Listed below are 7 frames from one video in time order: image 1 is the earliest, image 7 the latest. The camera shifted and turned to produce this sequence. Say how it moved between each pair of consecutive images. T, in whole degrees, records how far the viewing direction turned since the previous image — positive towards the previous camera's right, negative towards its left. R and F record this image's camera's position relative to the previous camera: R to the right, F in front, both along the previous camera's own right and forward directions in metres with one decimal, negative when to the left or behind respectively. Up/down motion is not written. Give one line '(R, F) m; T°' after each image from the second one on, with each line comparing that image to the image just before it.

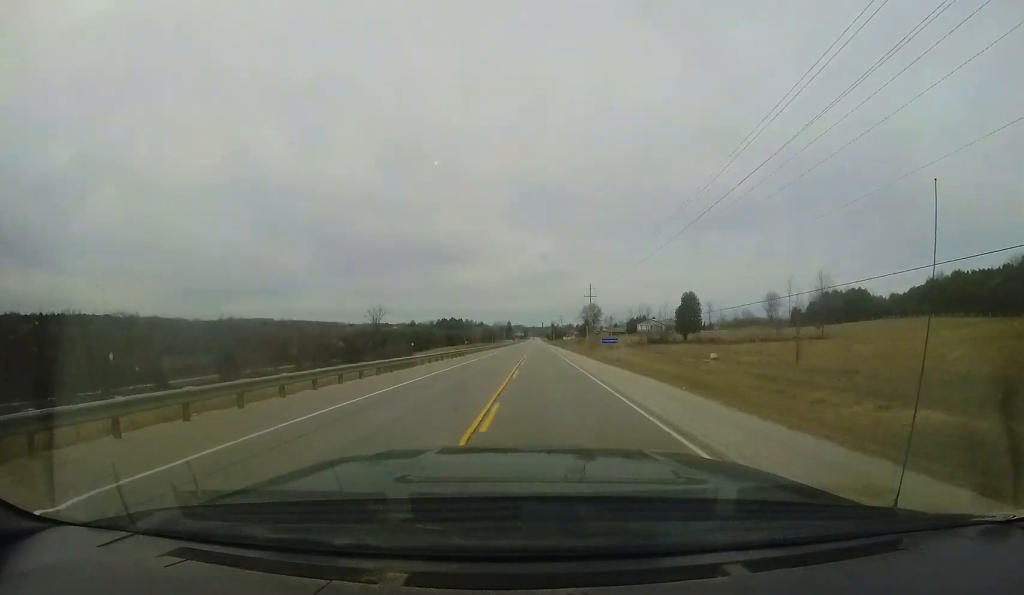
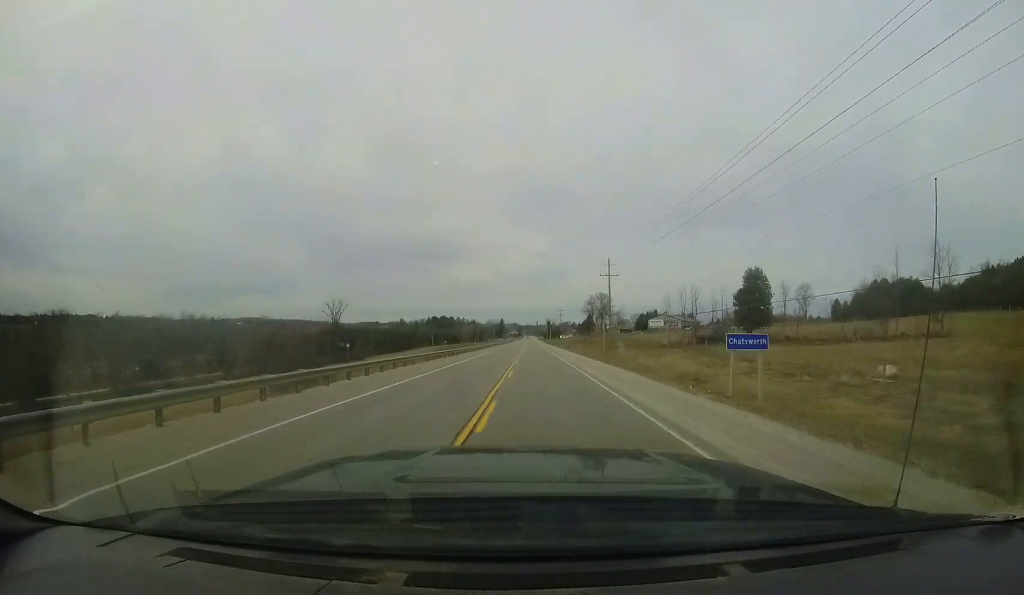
(+1.4, +27.5) m; +4°
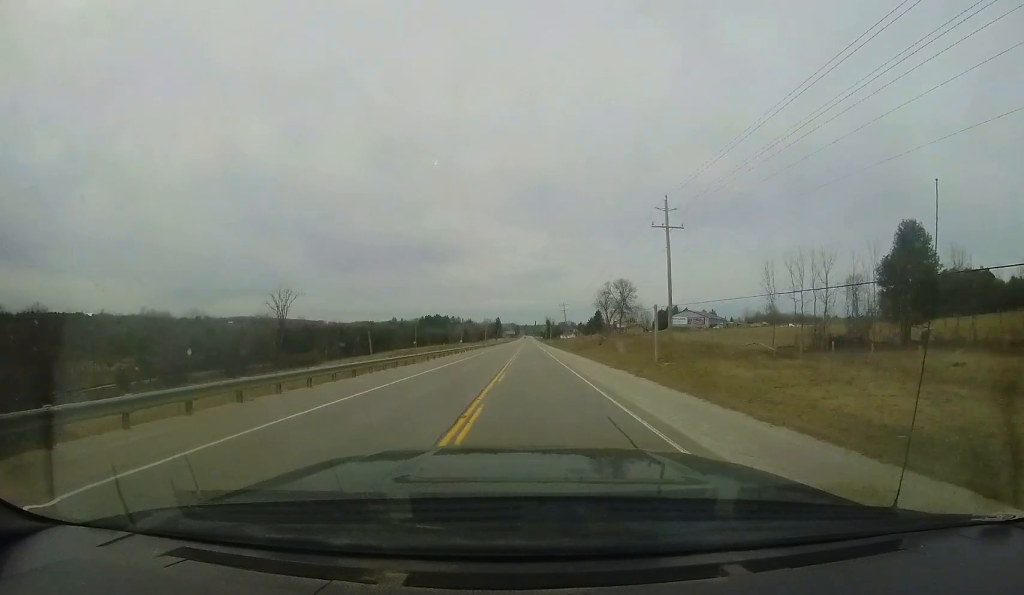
(+0.4, +27.6) m; 0°
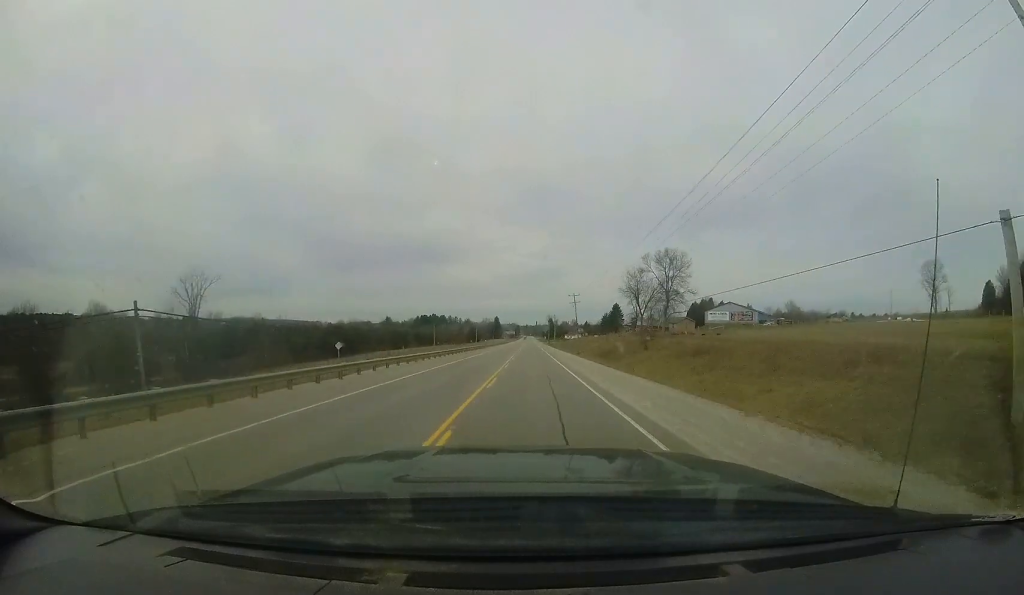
(-0.4, +29.4) m; -1°
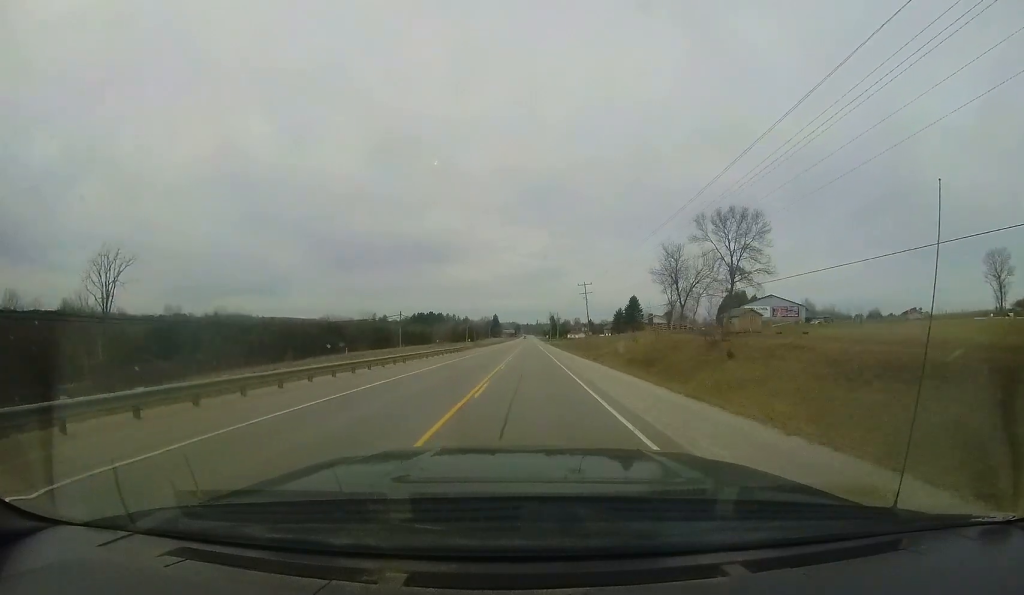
(+0.1, +19.4) m; 0°
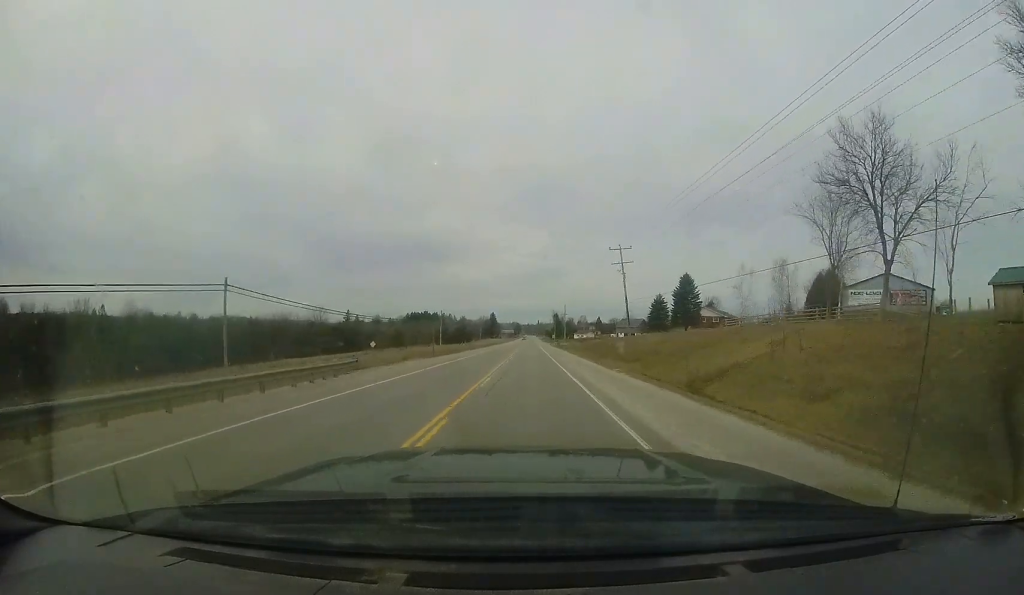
(-0.4, +33.1) m; 0°
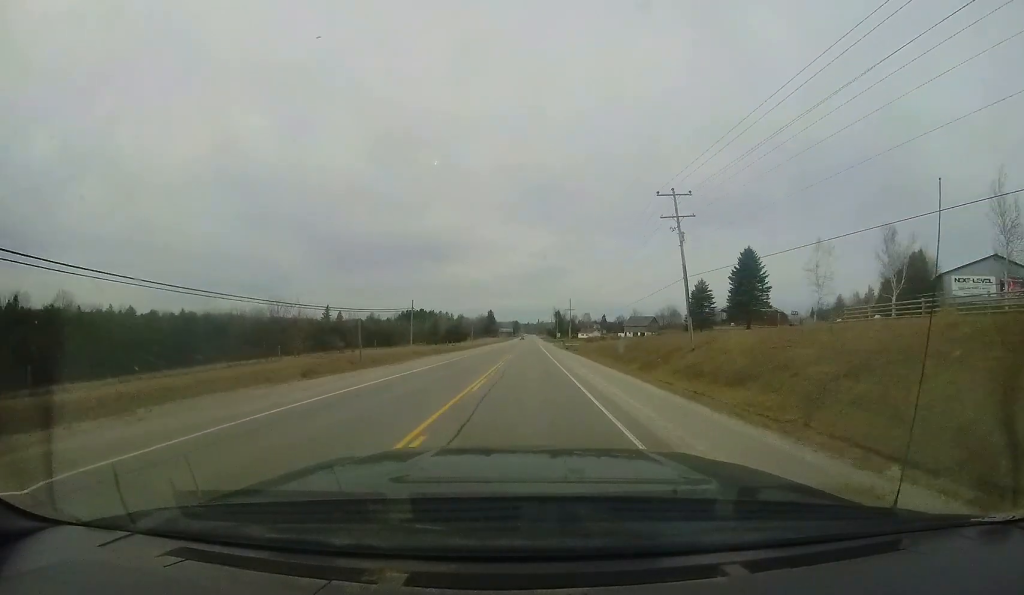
(+0.2, +19.2) m; 0°
